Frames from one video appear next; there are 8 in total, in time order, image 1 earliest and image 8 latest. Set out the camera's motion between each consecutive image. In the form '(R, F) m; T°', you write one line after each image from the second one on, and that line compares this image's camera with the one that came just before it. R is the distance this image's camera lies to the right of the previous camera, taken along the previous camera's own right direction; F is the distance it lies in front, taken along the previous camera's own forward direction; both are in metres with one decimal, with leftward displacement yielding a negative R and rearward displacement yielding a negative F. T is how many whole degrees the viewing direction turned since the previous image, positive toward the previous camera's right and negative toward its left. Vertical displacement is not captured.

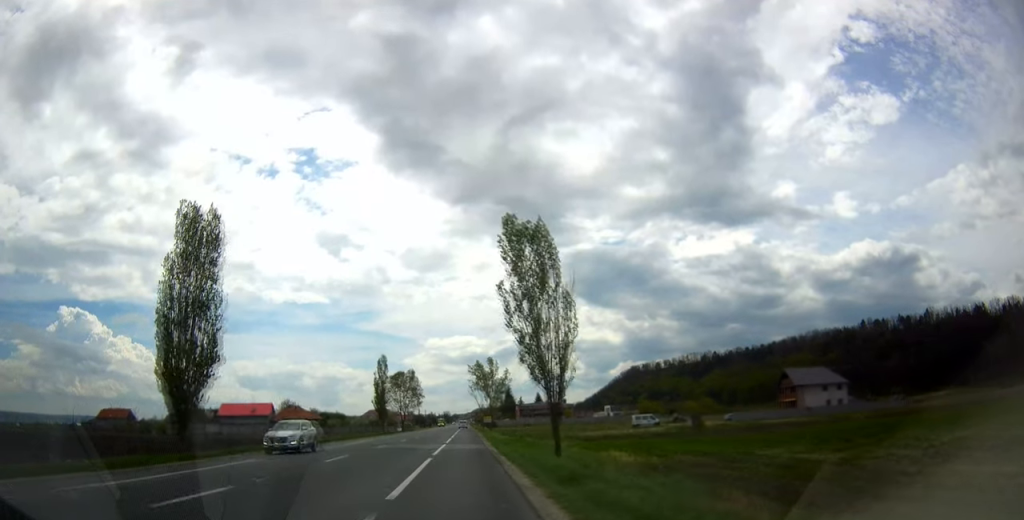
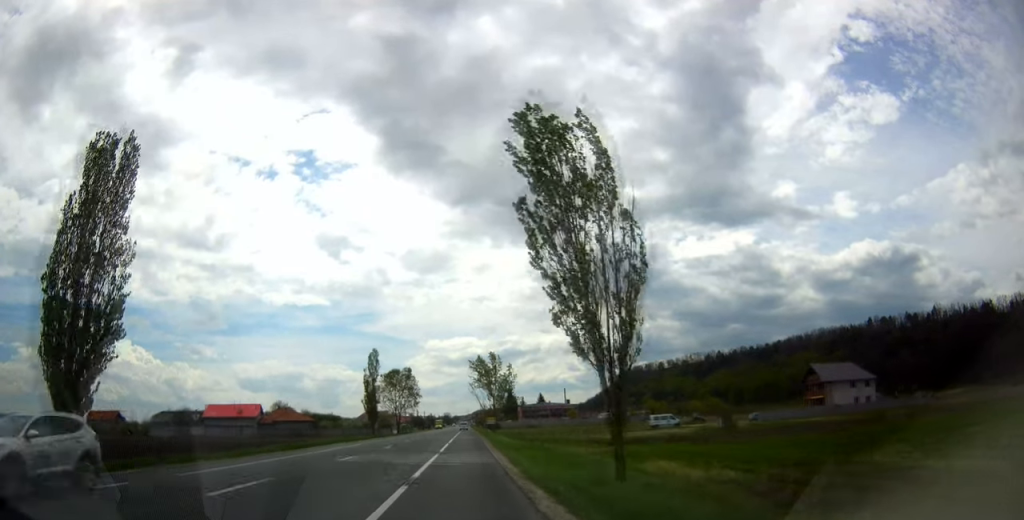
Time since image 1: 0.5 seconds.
(+0.1, +9.7) m; +1°
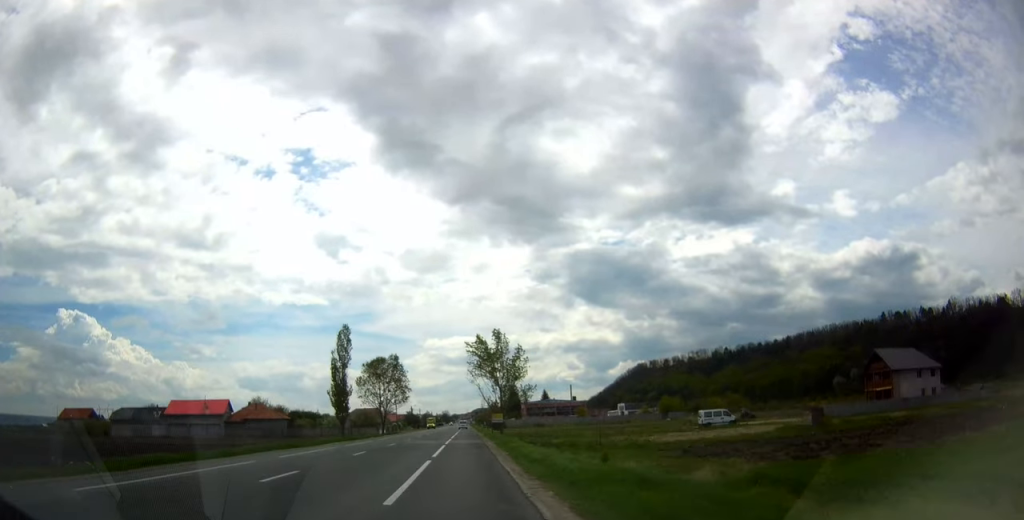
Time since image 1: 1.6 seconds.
(+0.2, +20.3) m; +1°
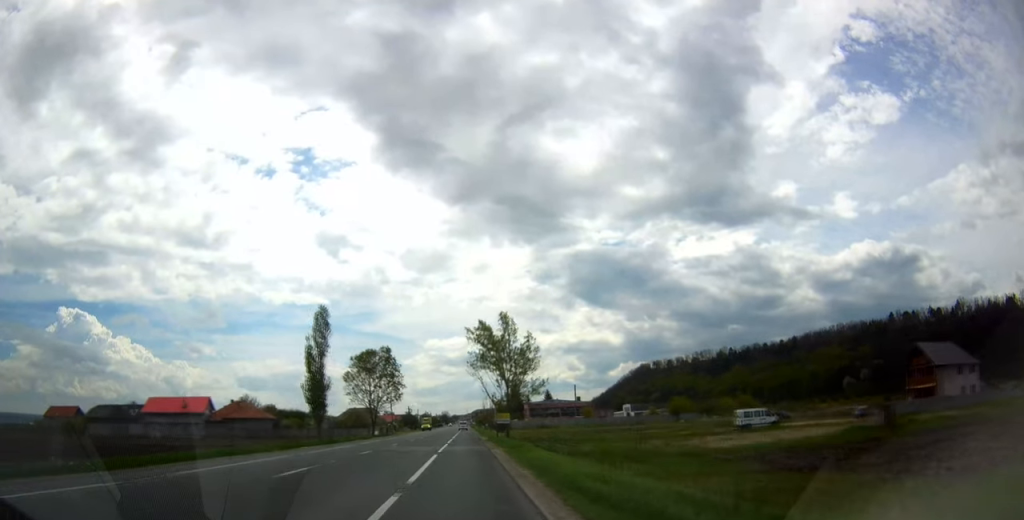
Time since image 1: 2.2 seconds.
(0.0, +10.4) m; 0°
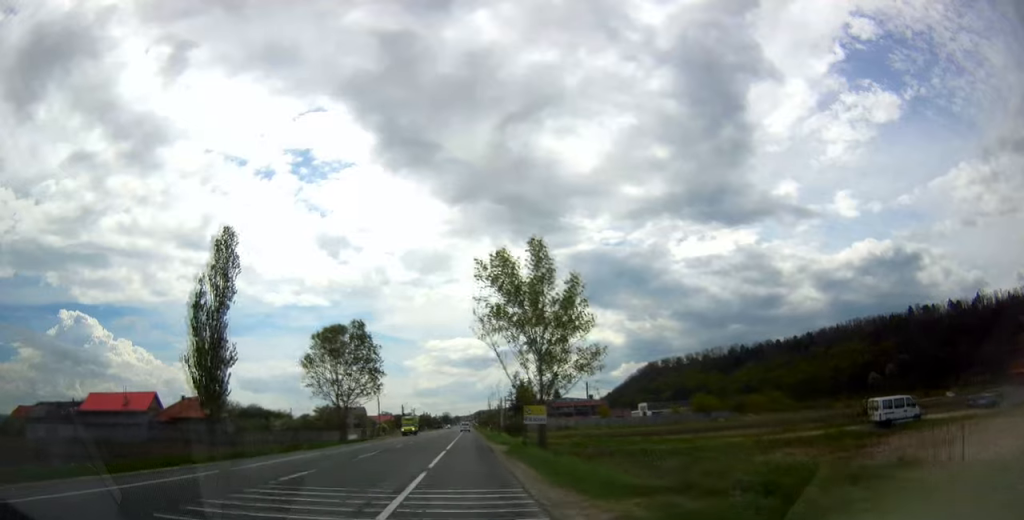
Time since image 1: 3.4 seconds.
(-0.1, +23.6) m; 0°
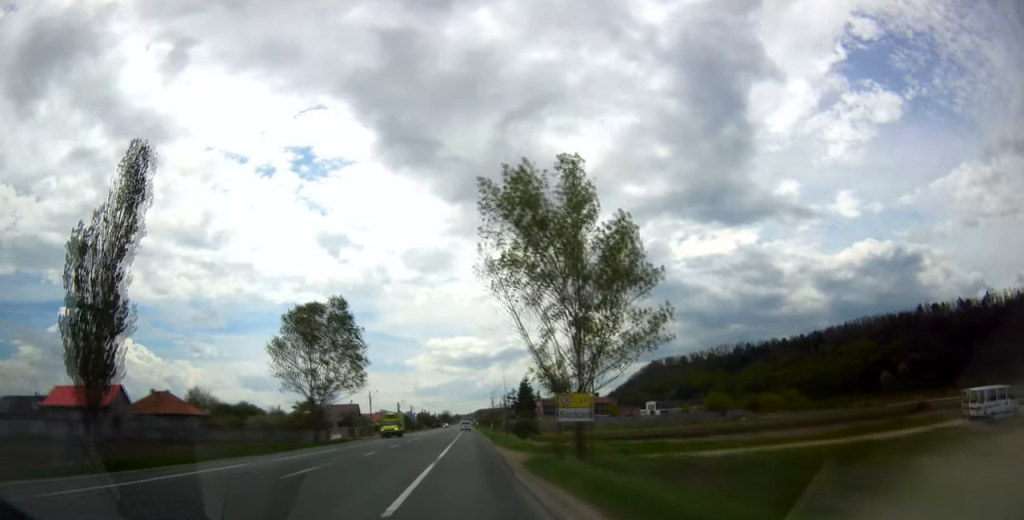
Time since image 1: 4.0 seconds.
(0.0, +11.0) m; 0°
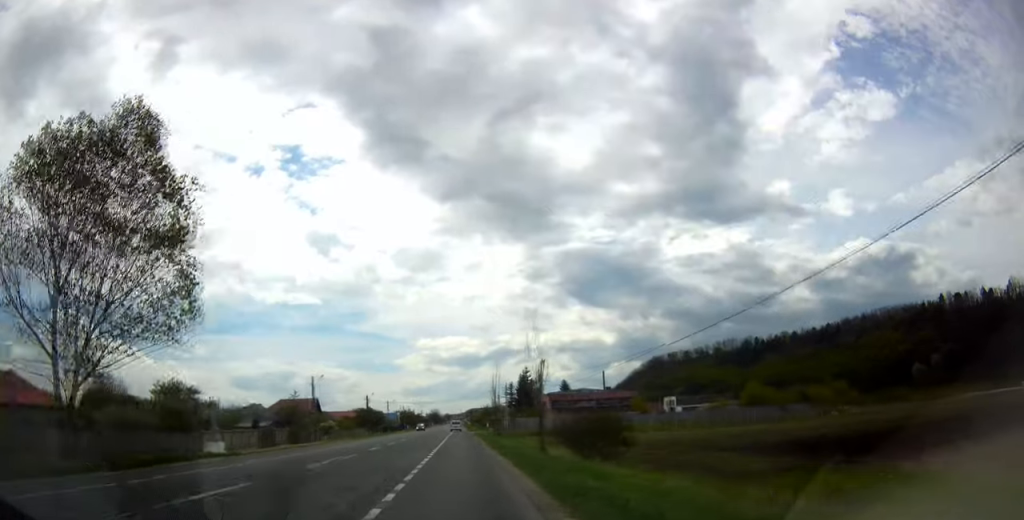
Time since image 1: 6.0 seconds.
(-0.2, +35.4) m; -1°
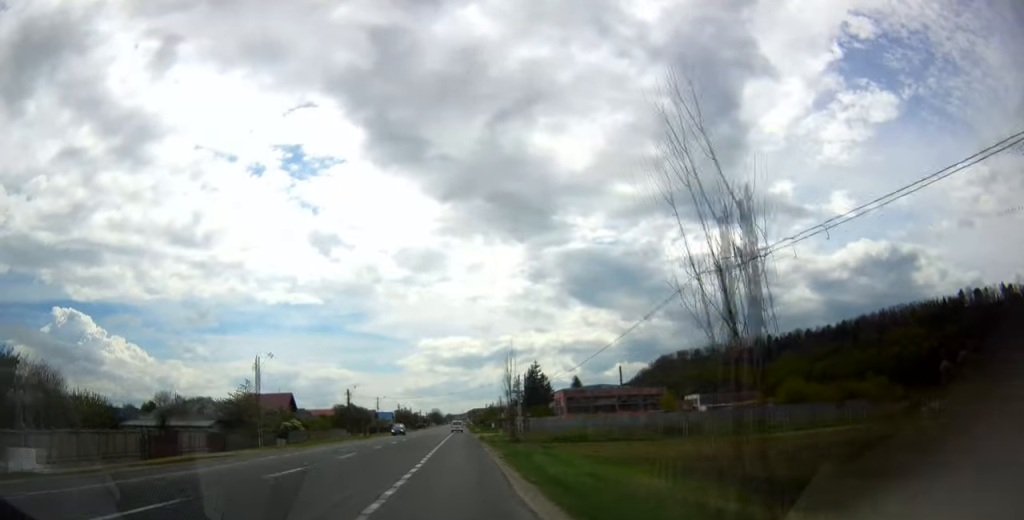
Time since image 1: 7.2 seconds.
(0.0, +20.7) m; 0°
